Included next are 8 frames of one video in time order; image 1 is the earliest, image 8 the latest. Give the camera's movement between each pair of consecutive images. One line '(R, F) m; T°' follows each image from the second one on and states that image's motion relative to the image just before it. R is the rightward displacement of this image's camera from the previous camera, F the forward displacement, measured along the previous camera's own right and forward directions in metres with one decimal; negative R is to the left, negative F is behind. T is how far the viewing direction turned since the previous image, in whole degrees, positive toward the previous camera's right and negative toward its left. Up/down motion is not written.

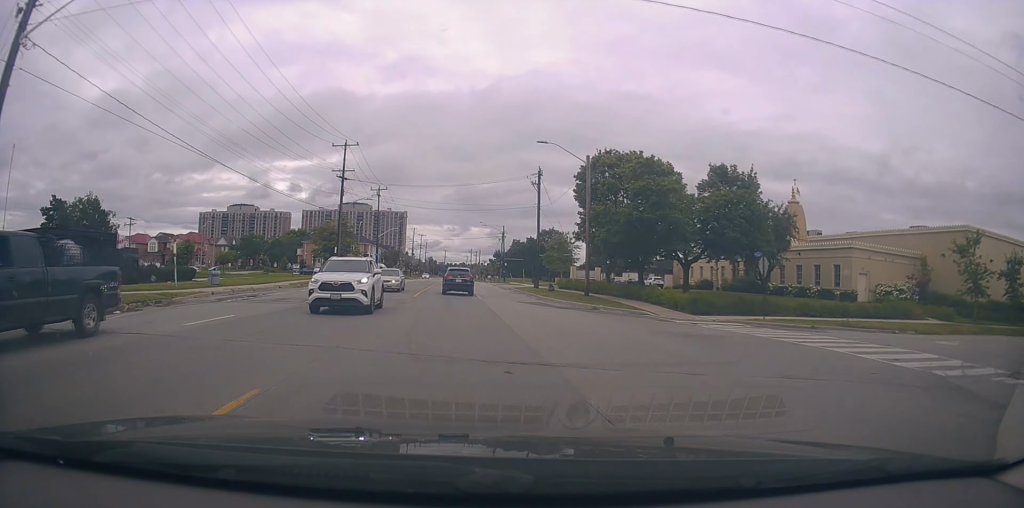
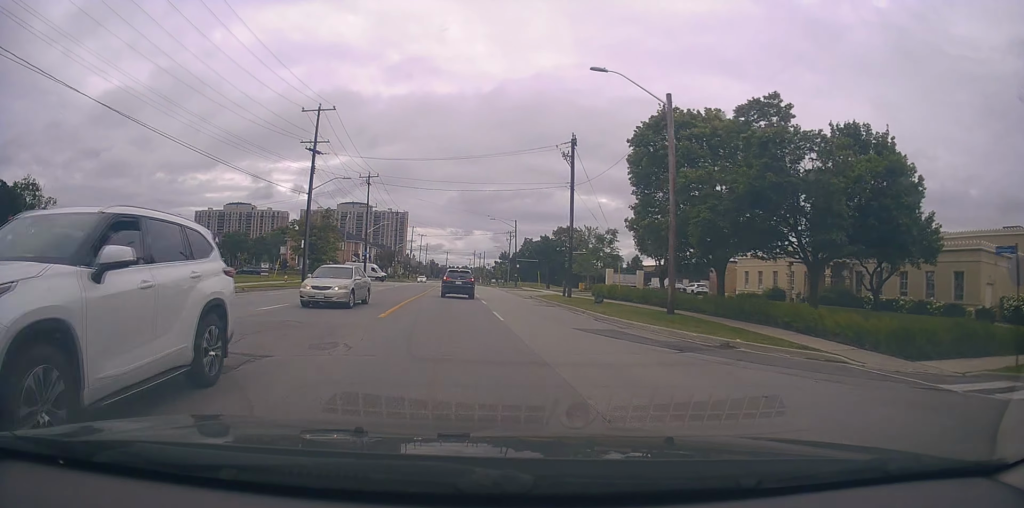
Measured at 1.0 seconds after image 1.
(-0.2, +14.2) m; 0°
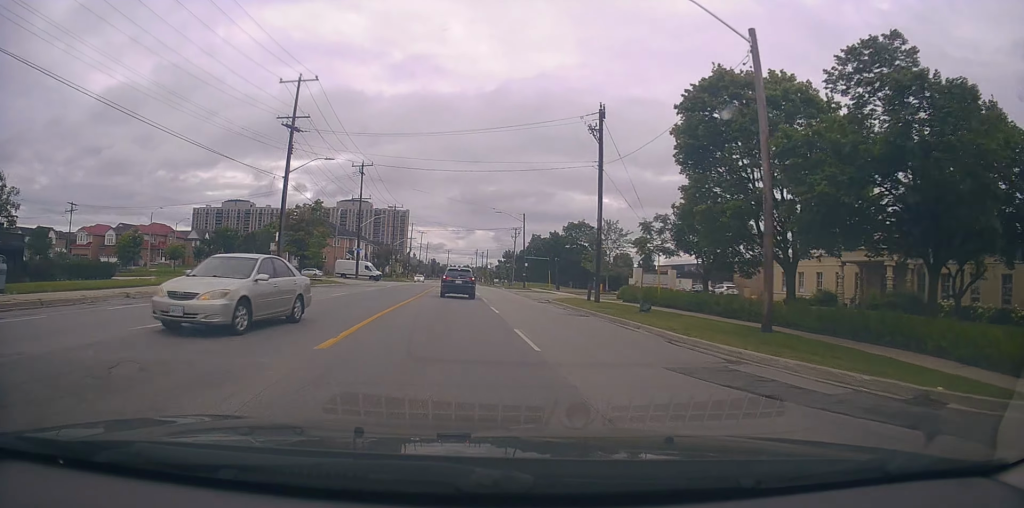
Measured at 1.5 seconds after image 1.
(0.0, +7.3) m; 0°
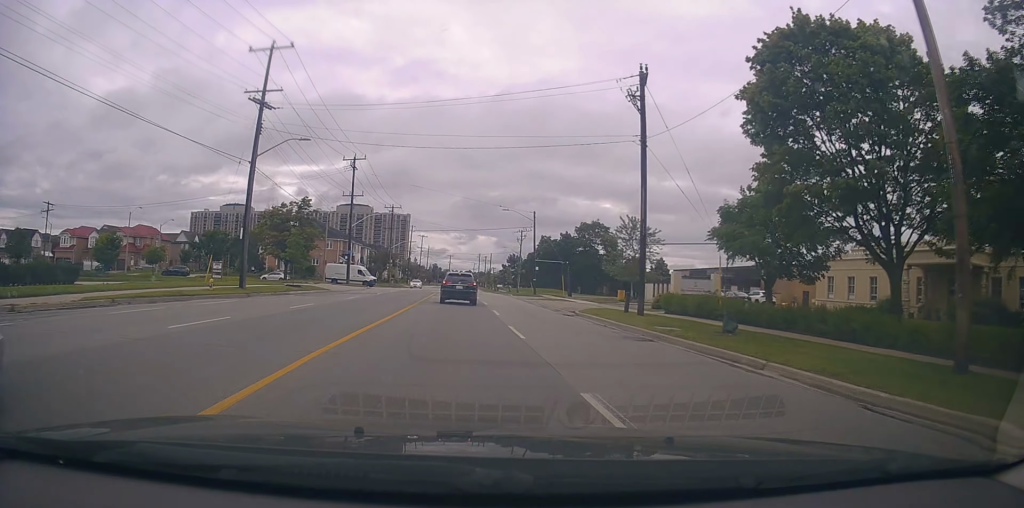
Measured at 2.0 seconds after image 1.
(+0.4, +7.2) m; -1°
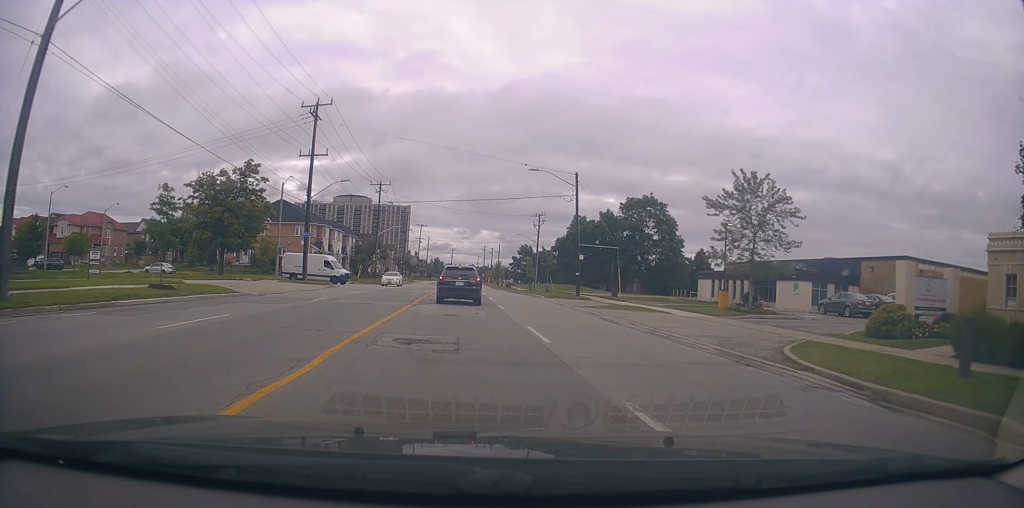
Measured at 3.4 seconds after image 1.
(-0.9, +19.9) m; 0°
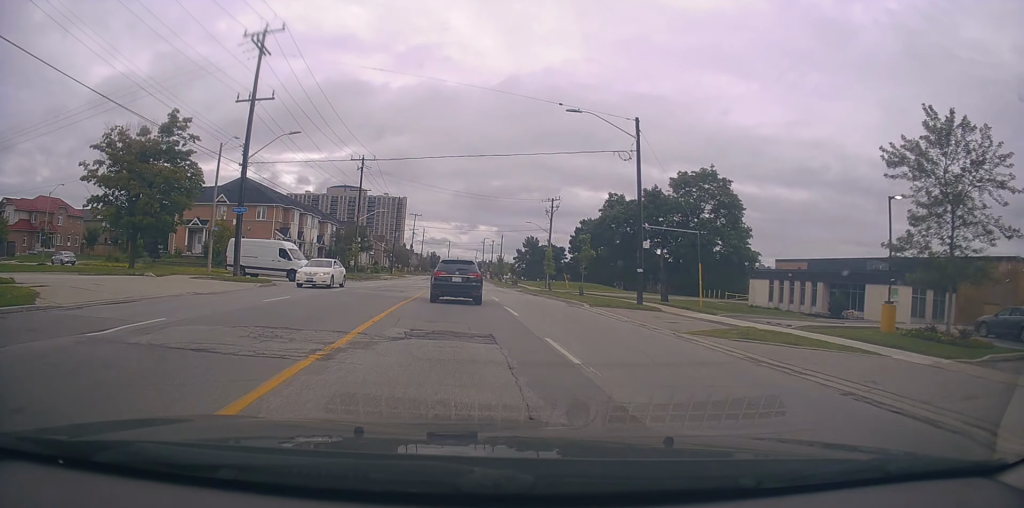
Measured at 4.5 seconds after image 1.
(+0.8, +14.7) m; +2°
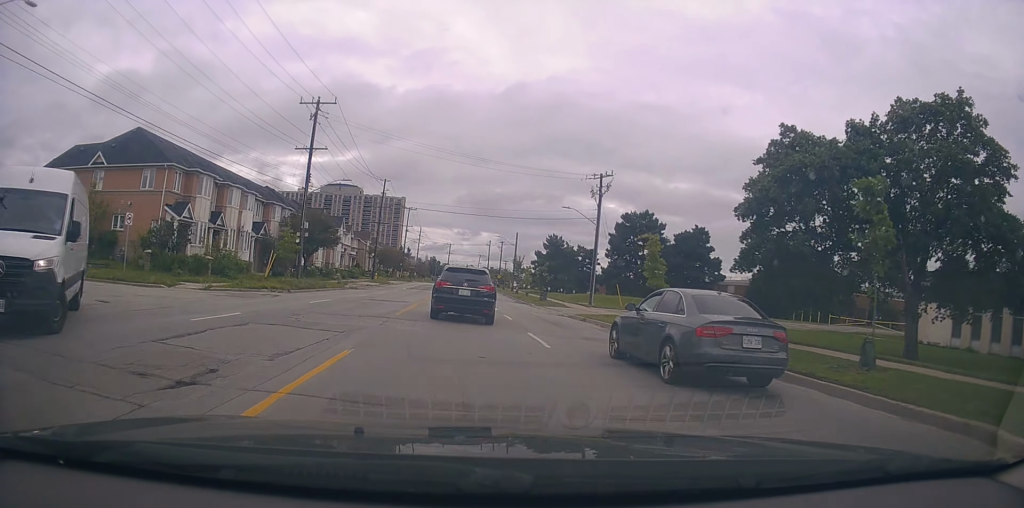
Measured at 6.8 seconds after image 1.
(0.0, +25.3) m; -2°
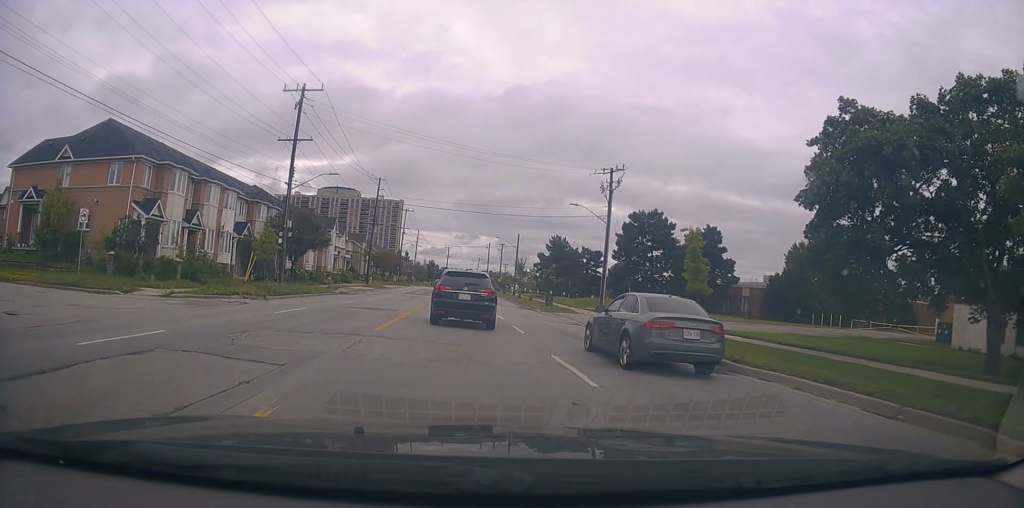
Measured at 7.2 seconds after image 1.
(-0.1, +4.1) m; -2°
